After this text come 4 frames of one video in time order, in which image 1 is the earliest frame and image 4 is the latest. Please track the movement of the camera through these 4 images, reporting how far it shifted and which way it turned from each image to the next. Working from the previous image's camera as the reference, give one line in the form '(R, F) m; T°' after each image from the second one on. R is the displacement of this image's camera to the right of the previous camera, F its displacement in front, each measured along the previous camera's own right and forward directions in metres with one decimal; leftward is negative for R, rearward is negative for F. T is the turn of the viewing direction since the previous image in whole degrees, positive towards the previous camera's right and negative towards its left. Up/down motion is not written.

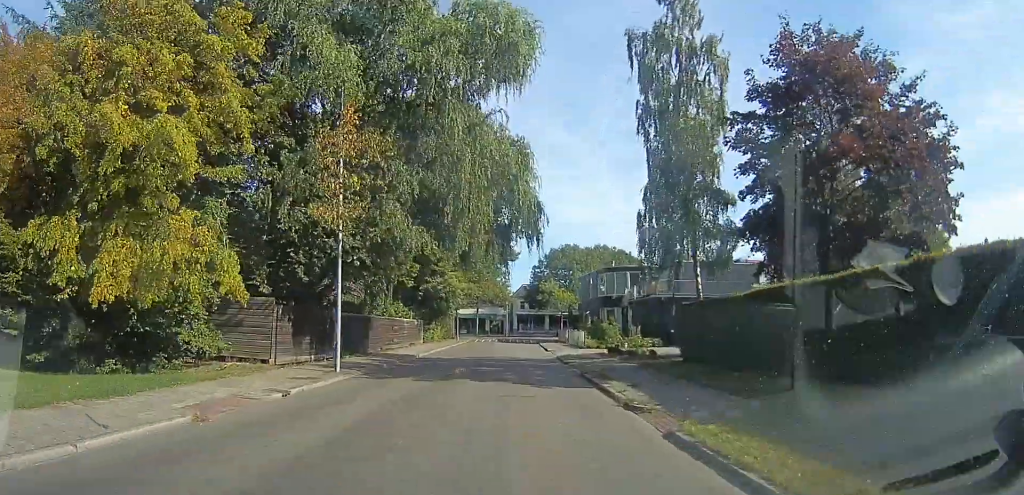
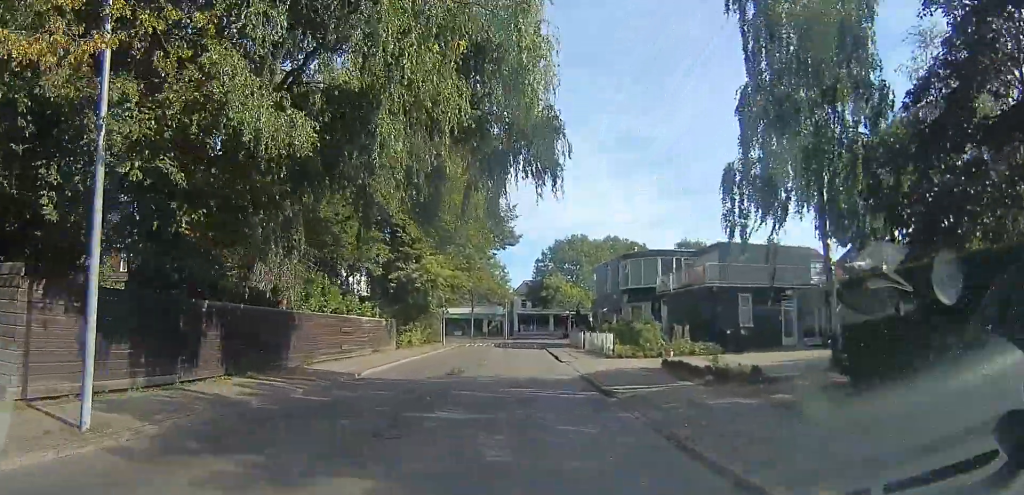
(-0.1, +8.6) m; +3°
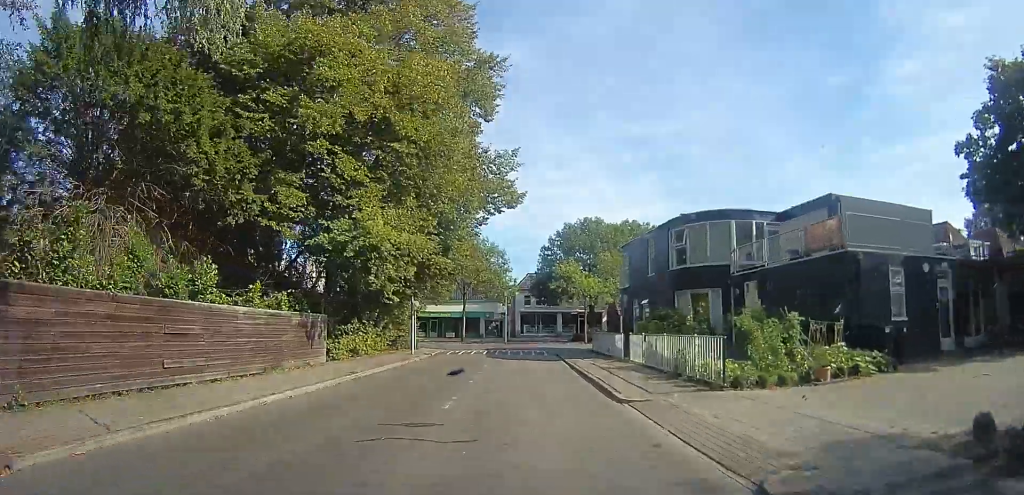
(+0.7, +11.0) m; +5°
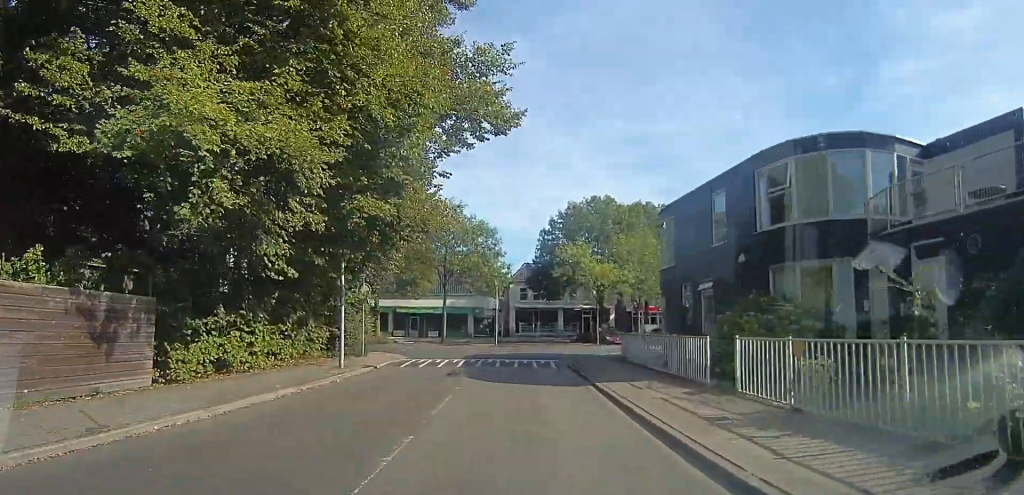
(0.0, +9.2) m; 0°
